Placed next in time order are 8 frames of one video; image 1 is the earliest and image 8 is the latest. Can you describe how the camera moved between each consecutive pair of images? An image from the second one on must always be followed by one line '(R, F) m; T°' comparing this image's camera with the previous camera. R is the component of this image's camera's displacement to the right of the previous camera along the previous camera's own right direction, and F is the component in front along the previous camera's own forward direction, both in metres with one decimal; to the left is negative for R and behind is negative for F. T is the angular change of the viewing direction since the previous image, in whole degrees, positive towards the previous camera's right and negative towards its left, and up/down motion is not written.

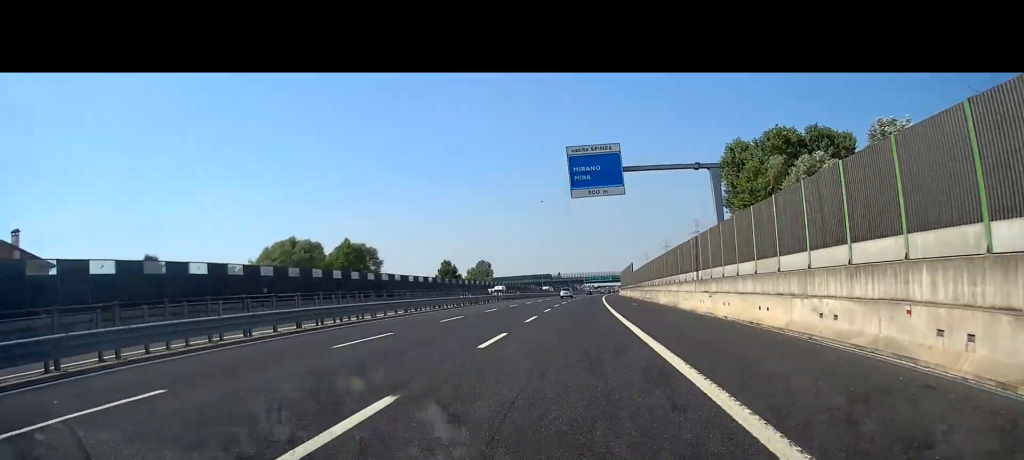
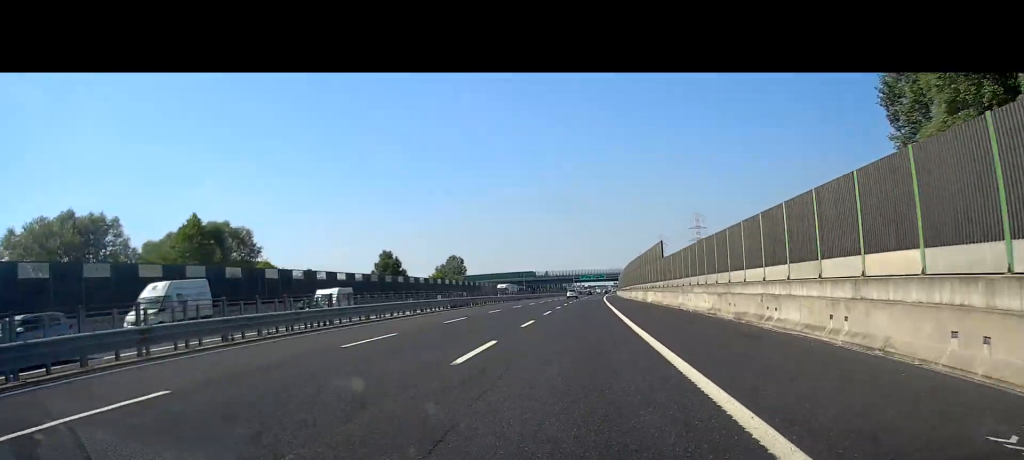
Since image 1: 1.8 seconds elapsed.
(+0.5, +48.8) m; +1°
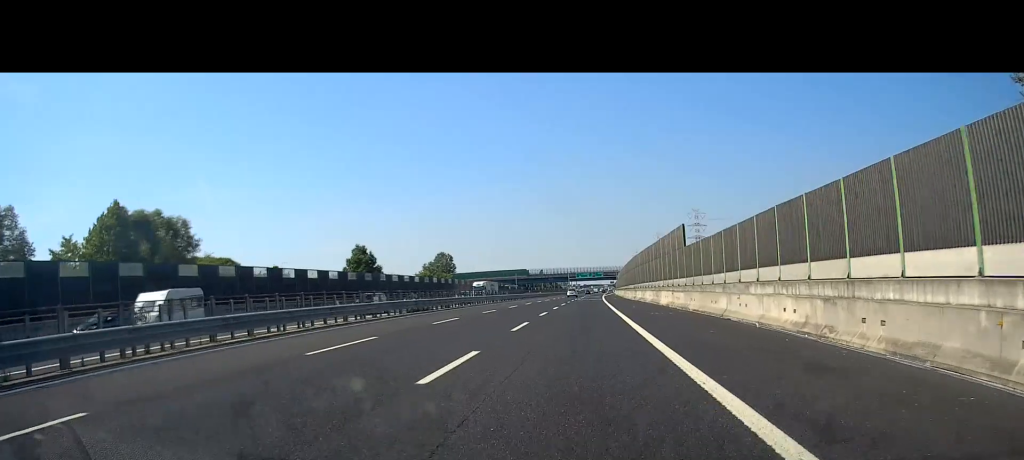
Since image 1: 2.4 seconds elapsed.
(0.0, +14.2) m; 0°
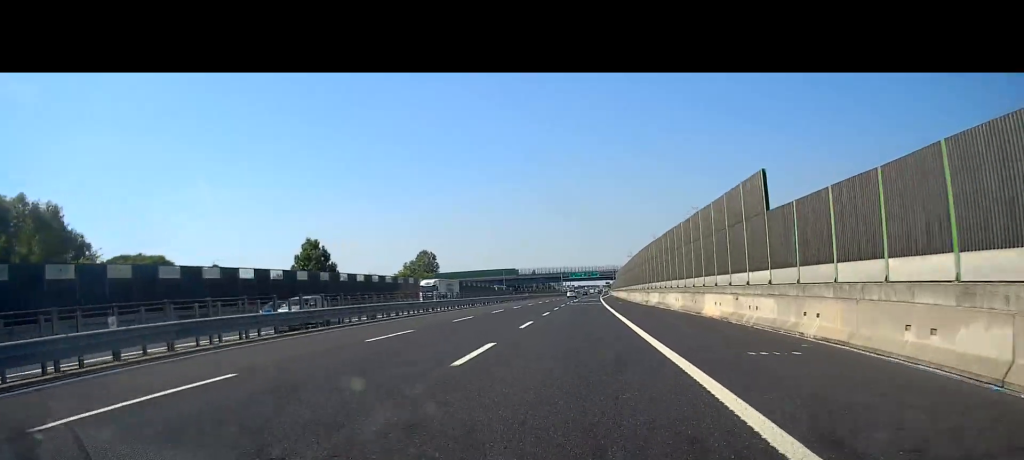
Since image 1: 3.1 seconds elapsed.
(0.0, +20.4) m; 0°
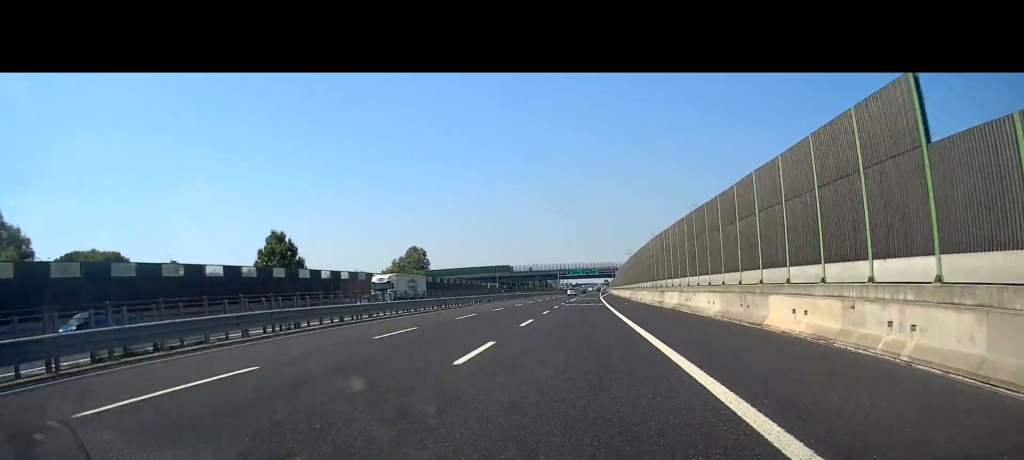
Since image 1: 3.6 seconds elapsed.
(+0.1, +11.5) m; 0°
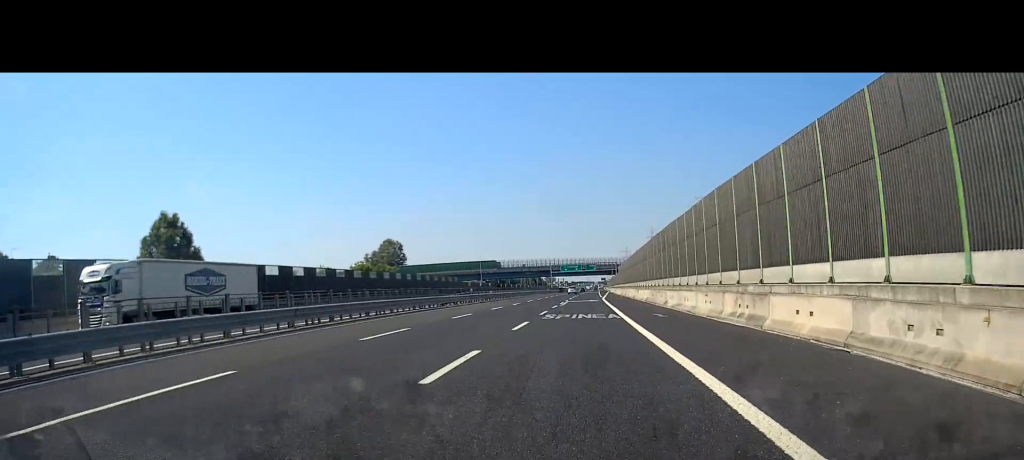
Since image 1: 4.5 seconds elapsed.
(+0.1, +25.6) m; +1°
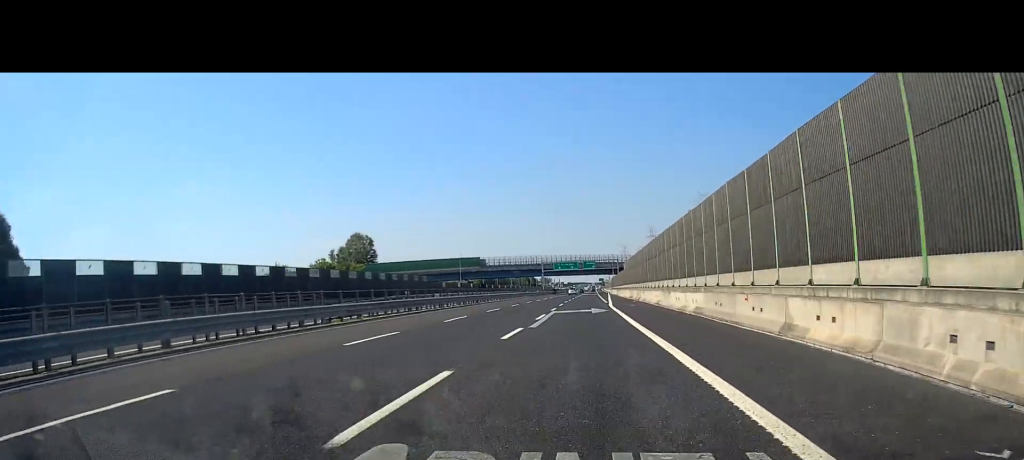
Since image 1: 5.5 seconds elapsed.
(+0.2, +25.6) m; +1°
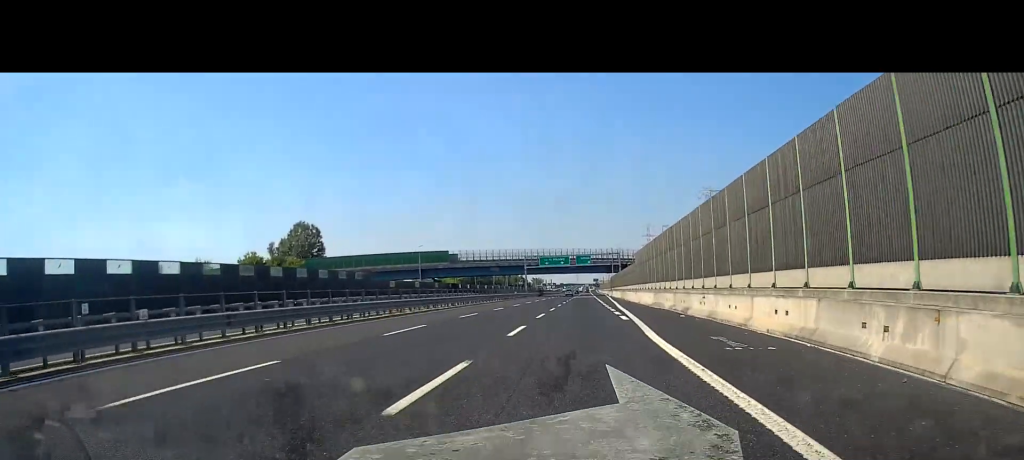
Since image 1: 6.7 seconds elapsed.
(+0.2, +32.7) m; +1°
